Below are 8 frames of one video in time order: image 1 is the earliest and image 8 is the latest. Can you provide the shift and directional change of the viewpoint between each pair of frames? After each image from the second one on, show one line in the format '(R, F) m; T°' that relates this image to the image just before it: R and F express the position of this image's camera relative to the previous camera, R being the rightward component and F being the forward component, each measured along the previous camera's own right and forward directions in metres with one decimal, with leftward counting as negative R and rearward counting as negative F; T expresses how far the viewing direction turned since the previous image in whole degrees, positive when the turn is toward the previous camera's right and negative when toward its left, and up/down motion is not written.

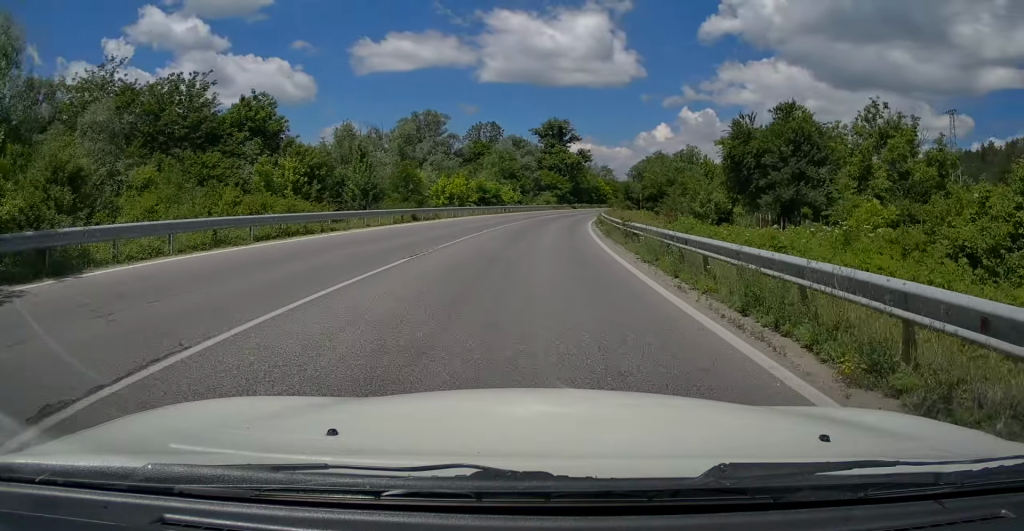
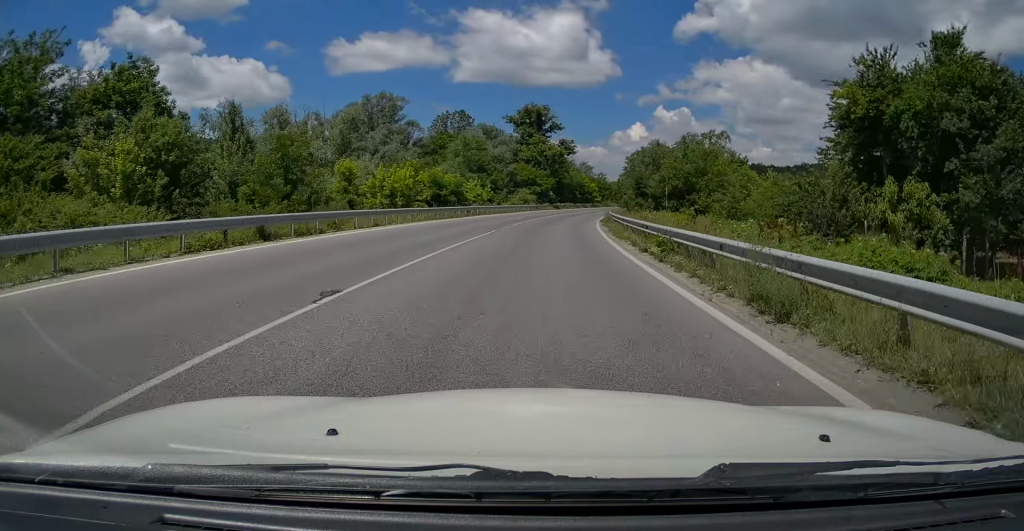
(-0.1, +18.0) m; +2°
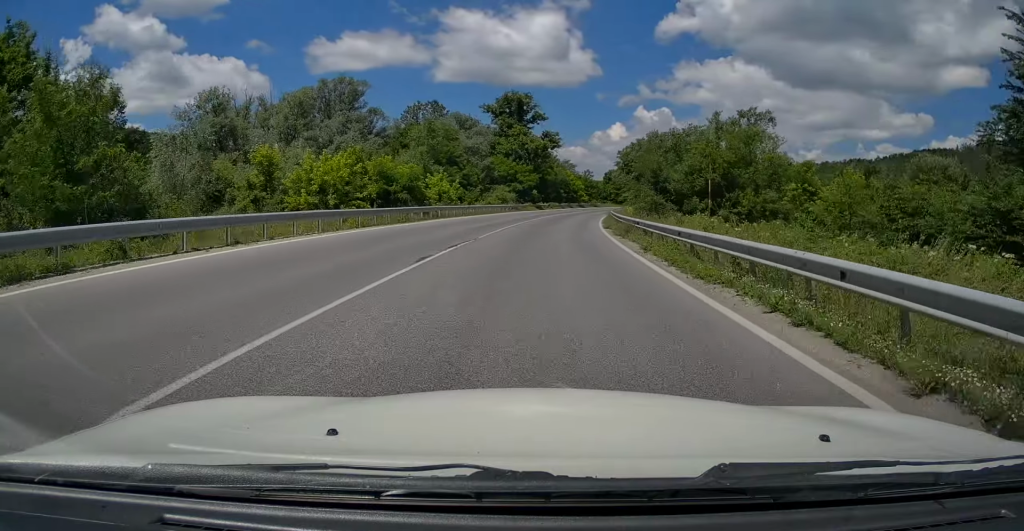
(+0.4, +11.9) m; +2°
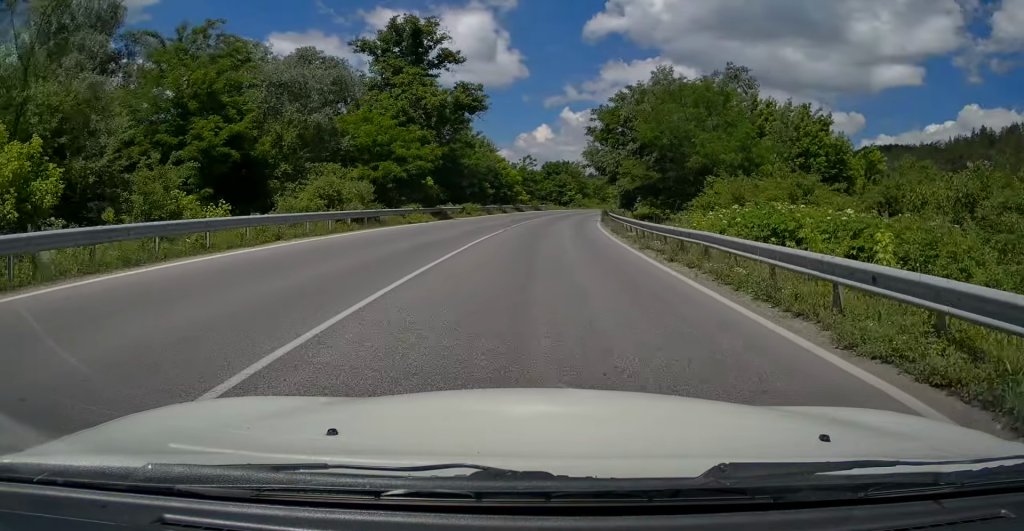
(+2.2, +40.6) m; +6°
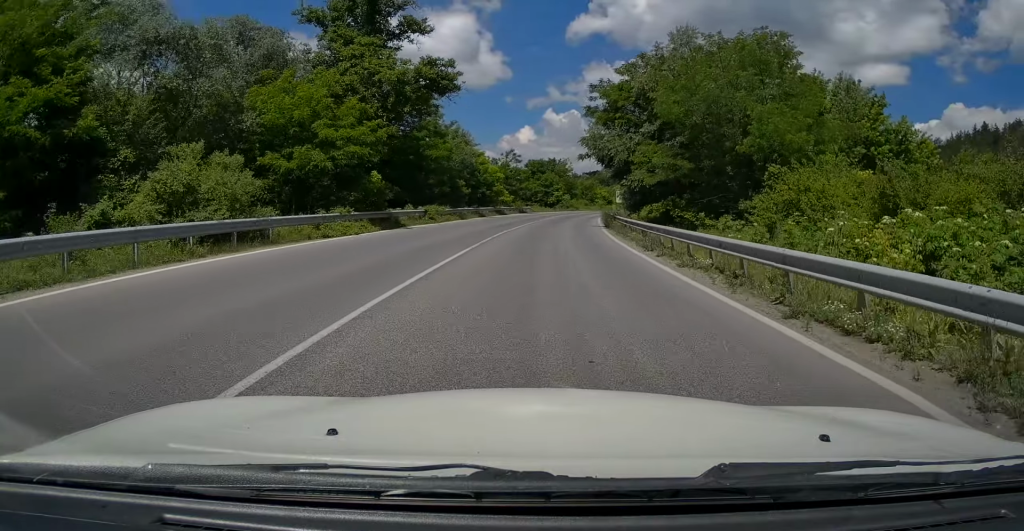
(+0.1, +10.6) m; +2°
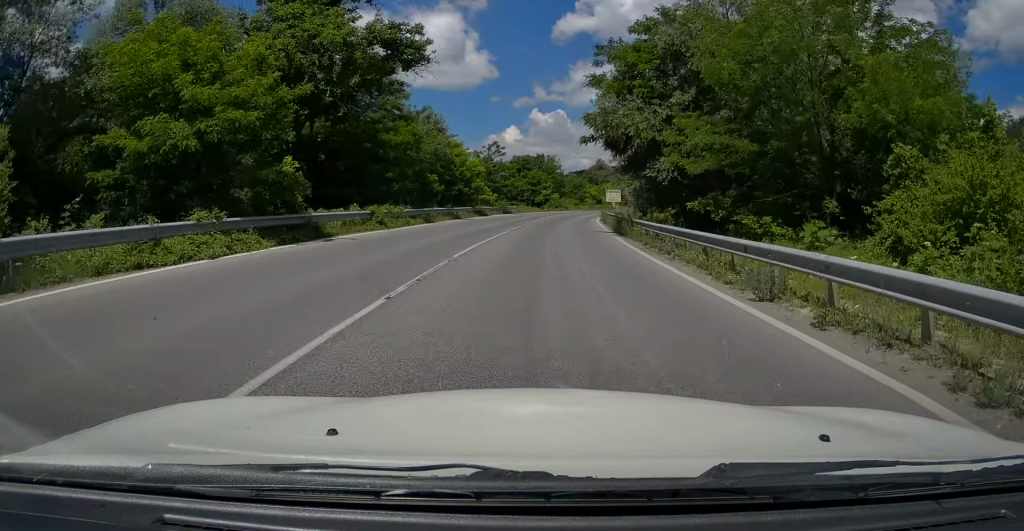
(+0.2, +9.2) m; +1°
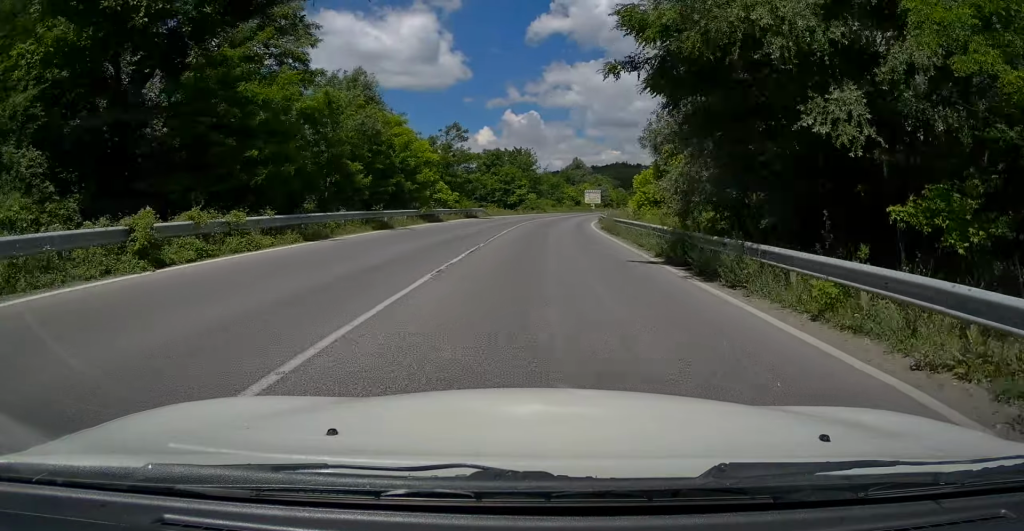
(+0.1, +14.6) m; +2°
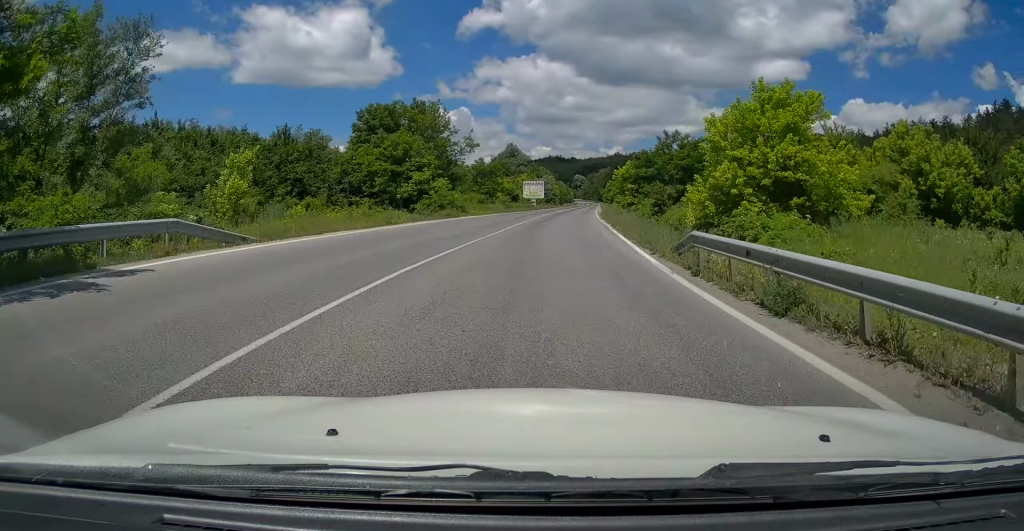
(+2.8, +41.9) m; +7°
